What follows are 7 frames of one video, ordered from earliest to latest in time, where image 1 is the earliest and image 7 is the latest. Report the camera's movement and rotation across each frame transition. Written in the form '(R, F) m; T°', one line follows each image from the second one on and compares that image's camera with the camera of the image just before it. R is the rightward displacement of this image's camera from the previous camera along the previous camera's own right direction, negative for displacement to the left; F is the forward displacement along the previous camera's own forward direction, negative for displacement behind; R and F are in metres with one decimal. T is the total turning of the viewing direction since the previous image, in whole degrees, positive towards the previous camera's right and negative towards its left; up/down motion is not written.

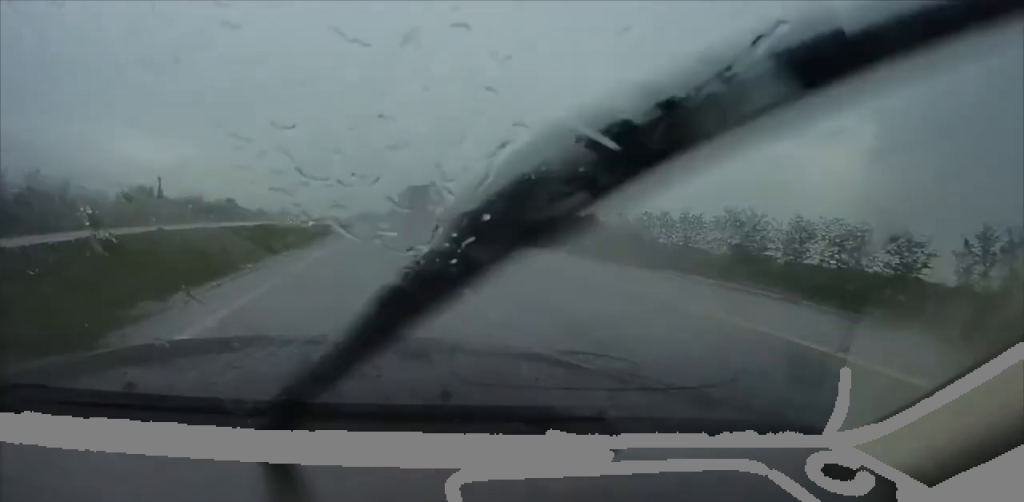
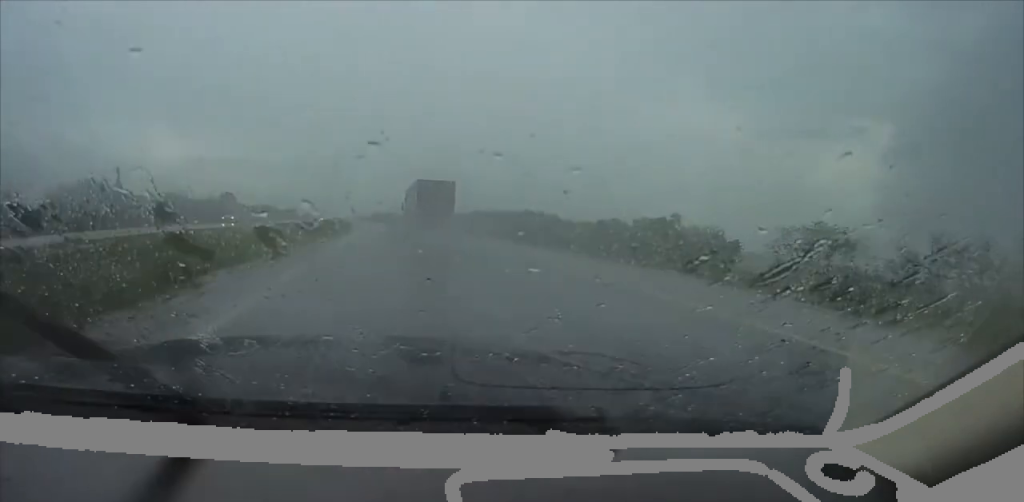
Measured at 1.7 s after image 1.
(-0.6, +45.9) m; -2°
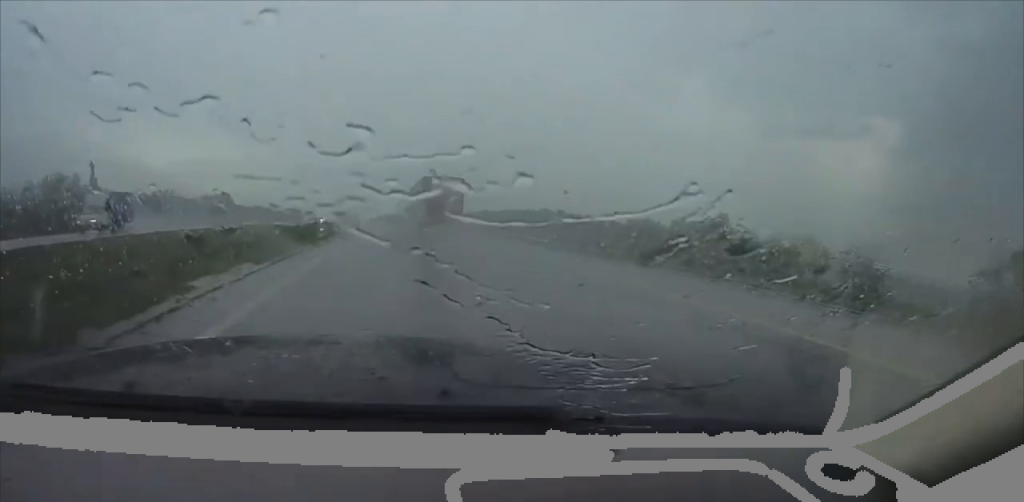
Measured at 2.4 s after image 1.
(0.0, +19.2) m; -2°
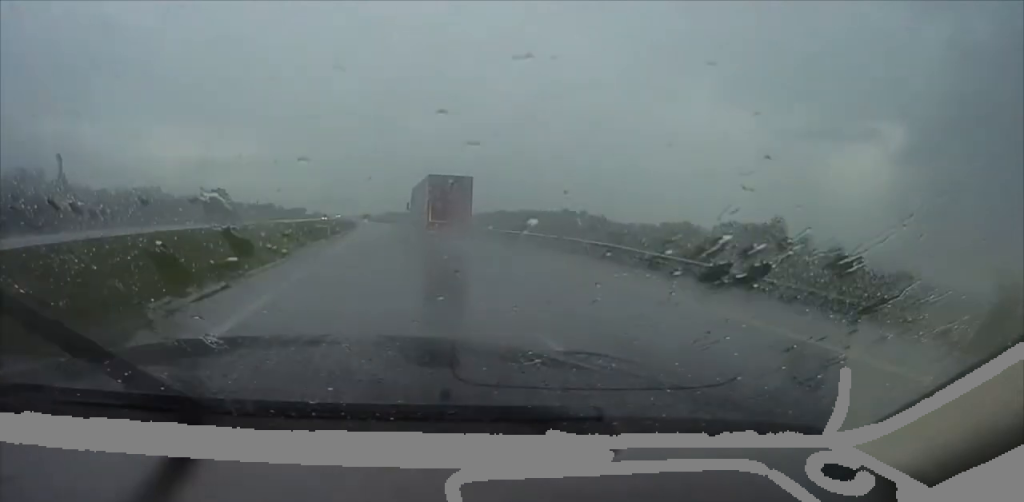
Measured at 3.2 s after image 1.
(-1.1, +19.2) m; -3°
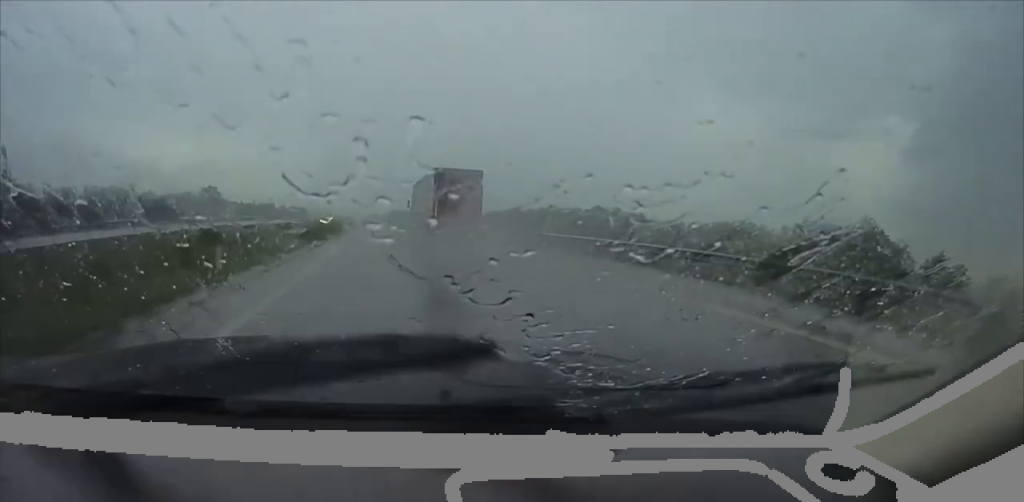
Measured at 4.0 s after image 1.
(0.0, +23.6) m; 0°
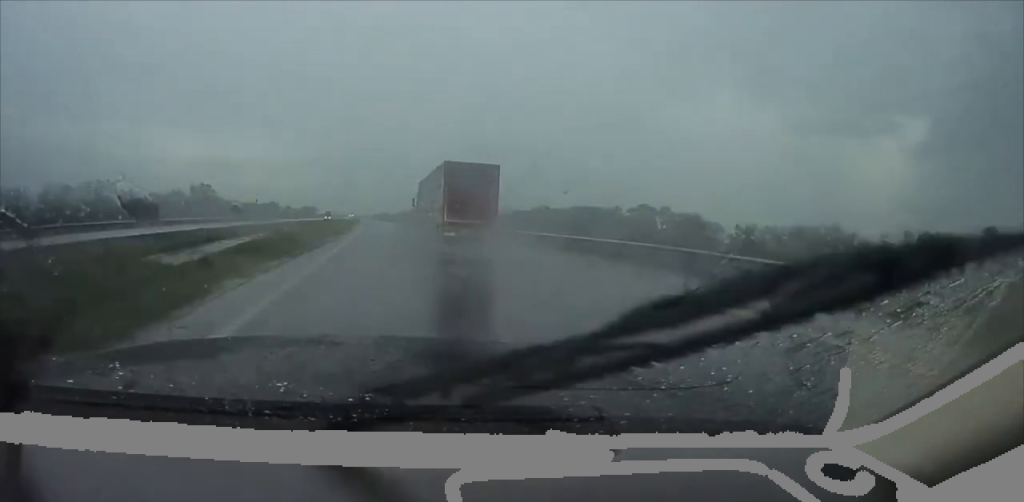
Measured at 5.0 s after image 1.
(0.0, +25.9) m; 0°
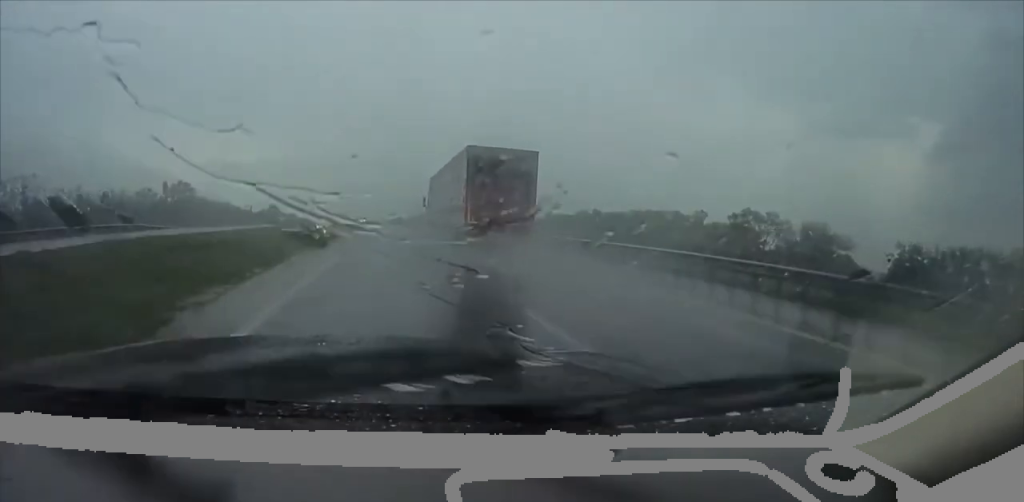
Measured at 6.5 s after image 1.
(0.0, +41.1) m; 0°
